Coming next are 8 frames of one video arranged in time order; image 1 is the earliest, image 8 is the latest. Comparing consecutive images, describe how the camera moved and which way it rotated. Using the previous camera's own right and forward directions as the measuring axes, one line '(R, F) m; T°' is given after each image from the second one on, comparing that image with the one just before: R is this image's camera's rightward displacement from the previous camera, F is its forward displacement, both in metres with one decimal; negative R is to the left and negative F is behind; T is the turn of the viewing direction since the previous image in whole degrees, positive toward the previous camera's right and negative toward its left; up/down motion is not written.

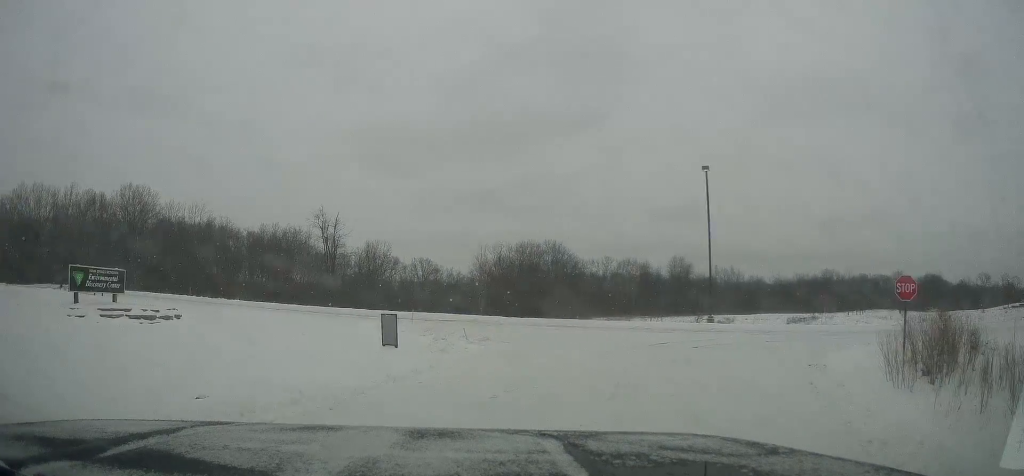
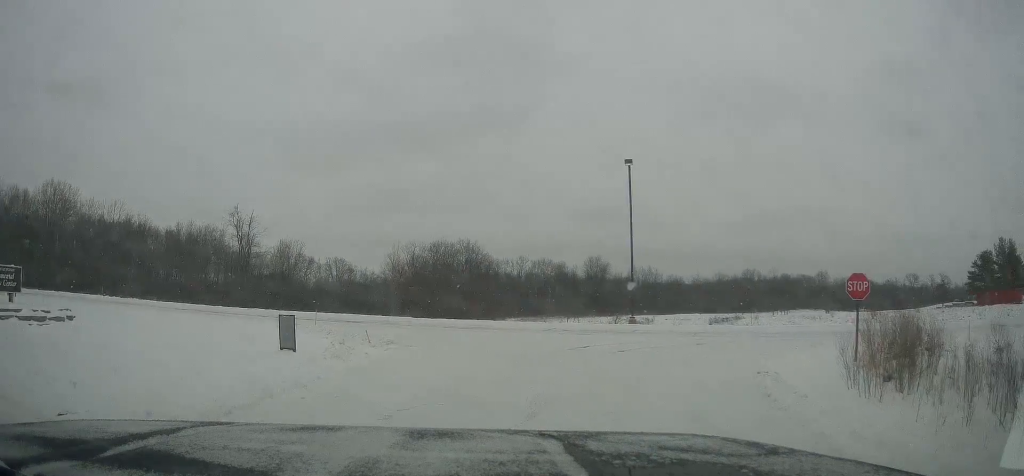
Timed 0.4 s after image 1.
(0.0, +1.6) m; +9°
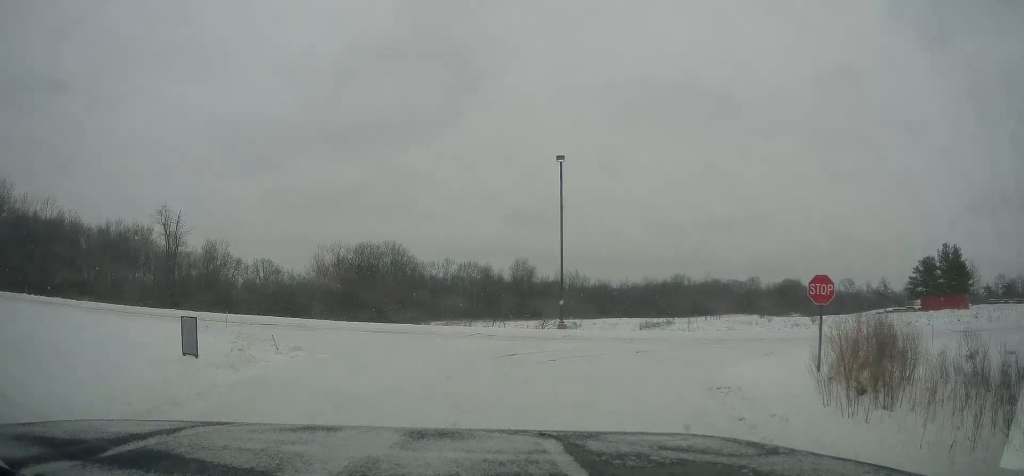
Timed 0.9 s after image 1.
(+0.2, +1.6) m; +8°
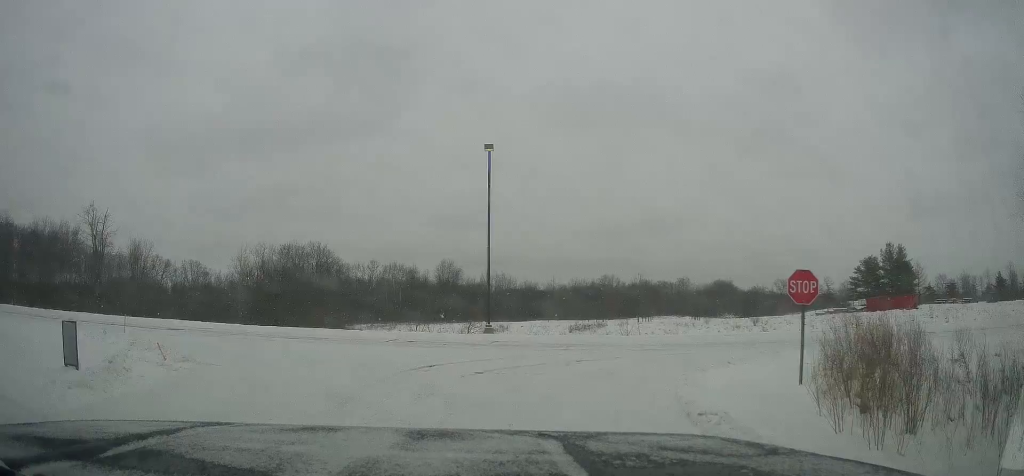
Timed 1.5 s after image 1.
(+0.2, +2.3) m; +11°
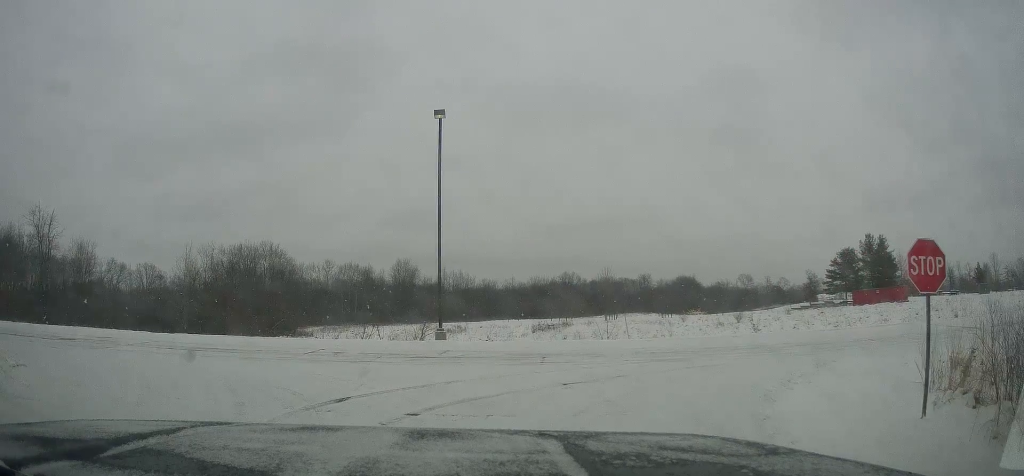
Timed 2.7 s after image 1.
(+0.5, +5.0) m; +2°
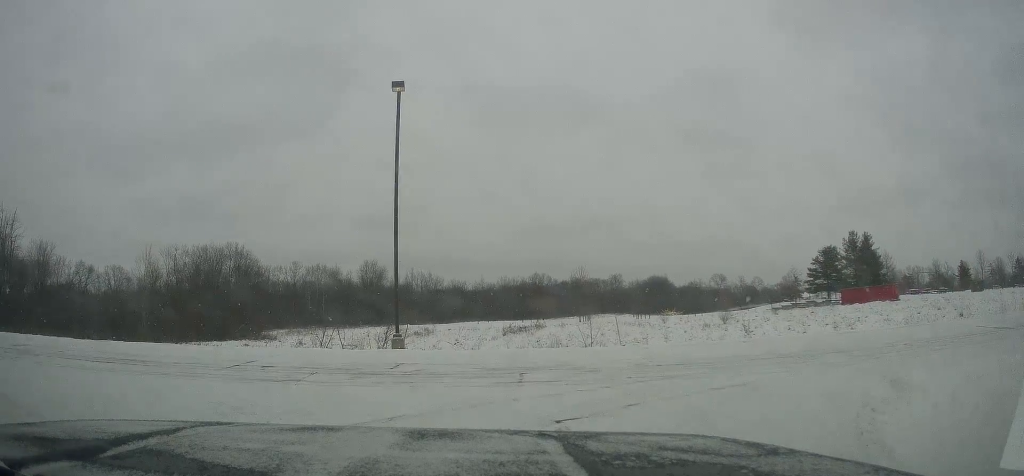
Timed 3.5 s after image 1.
(-0.3, +3.4) m; +2°
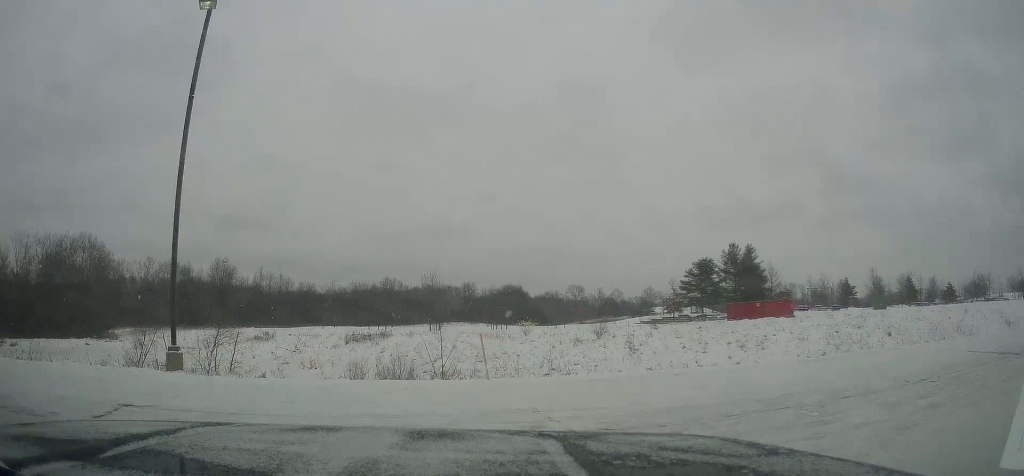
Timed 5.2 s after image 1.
(+2.0, +6.7) m; +31°
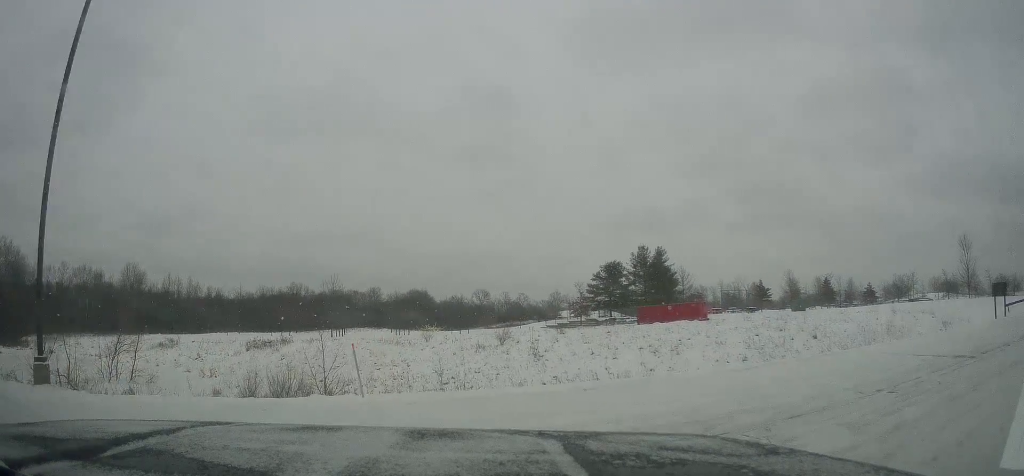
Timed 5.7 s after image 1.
(+0.2, +2.0) m; +8°
